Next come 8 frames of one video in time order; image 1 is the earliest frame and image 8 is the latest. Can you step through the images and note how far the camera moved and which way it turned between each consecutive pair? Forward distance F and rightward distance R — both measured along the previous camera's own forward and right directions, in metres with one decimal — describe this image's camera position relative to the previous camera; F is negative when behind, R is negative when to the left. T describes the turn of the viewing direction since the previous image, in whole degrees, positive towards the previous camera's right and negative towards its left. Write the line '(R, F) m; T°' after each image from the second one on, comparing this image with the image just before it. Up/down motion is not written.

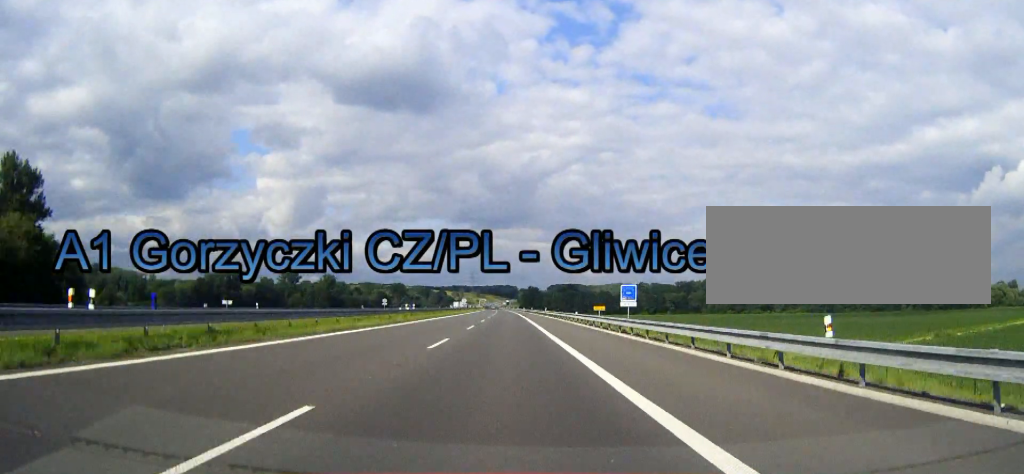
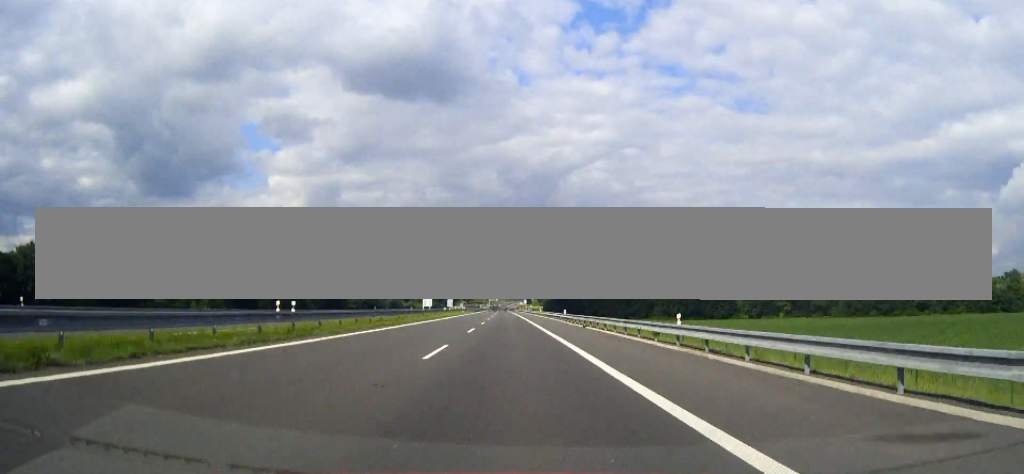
(-2.3, +235.8) m; -1°
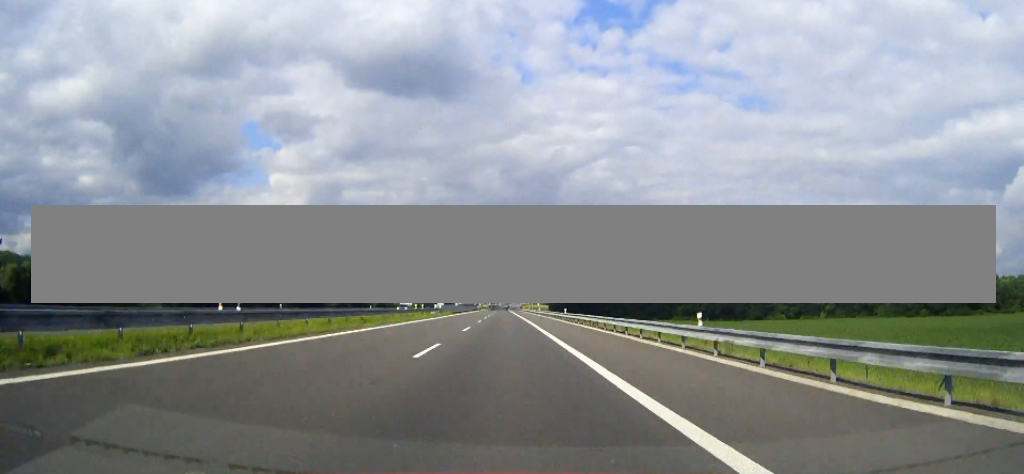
(-0.1, +53.7) m; 0°
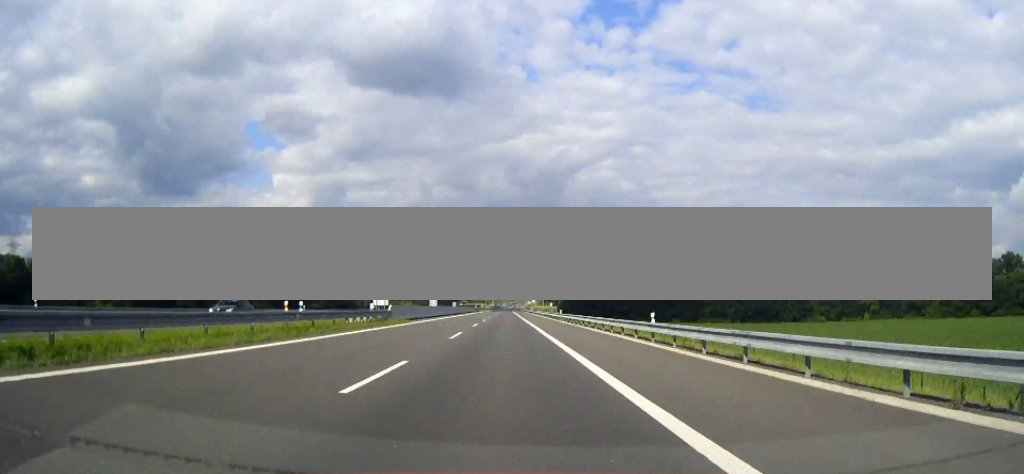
(0.0, +41.8) m; 0°
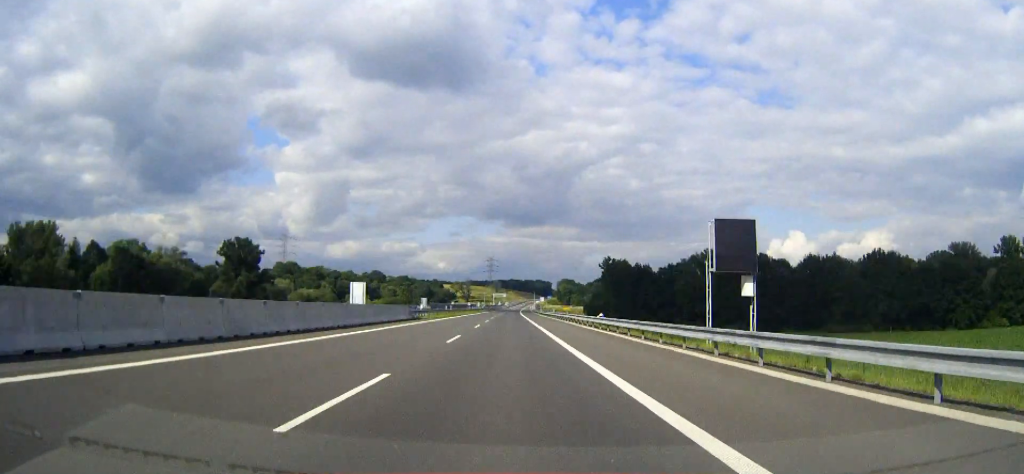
(-0.5, +128.4) m; 0°
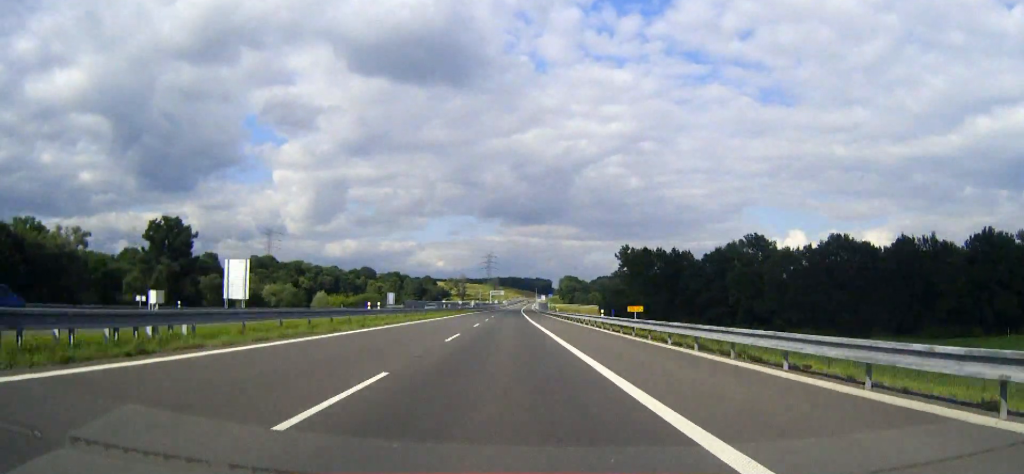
(0.0, +53.7) m; 0°
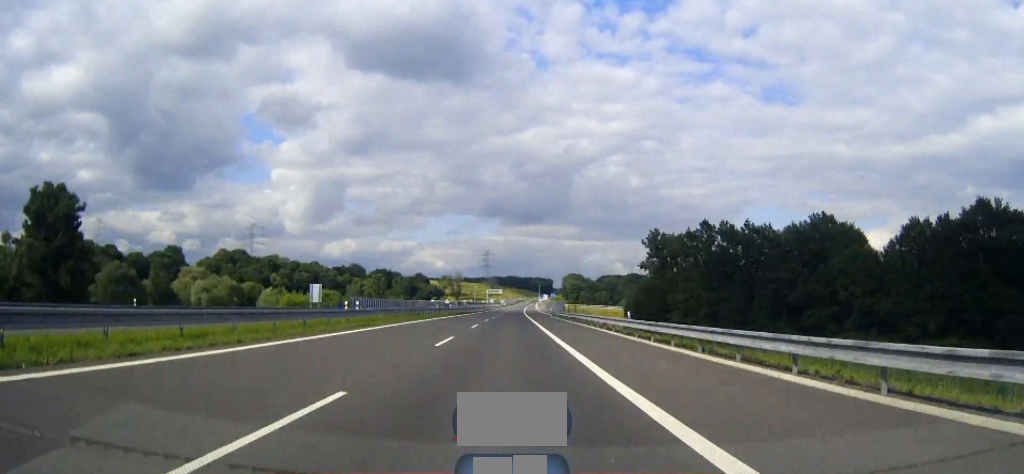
(0.0, +56.8) m; 0°
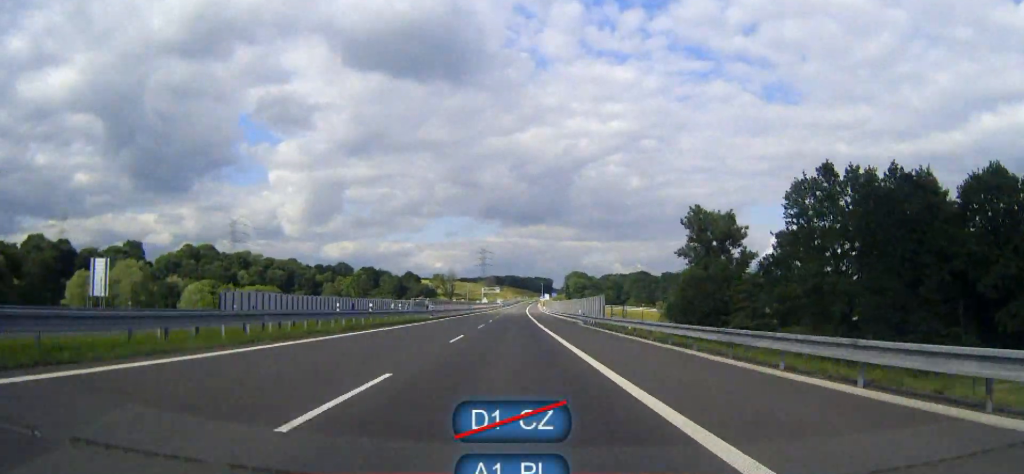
(0.0, +50.8) m; 0°
